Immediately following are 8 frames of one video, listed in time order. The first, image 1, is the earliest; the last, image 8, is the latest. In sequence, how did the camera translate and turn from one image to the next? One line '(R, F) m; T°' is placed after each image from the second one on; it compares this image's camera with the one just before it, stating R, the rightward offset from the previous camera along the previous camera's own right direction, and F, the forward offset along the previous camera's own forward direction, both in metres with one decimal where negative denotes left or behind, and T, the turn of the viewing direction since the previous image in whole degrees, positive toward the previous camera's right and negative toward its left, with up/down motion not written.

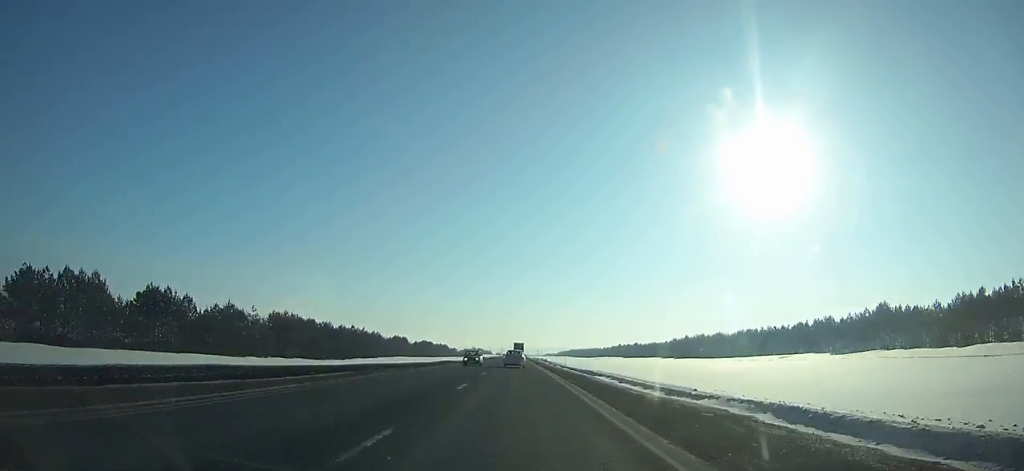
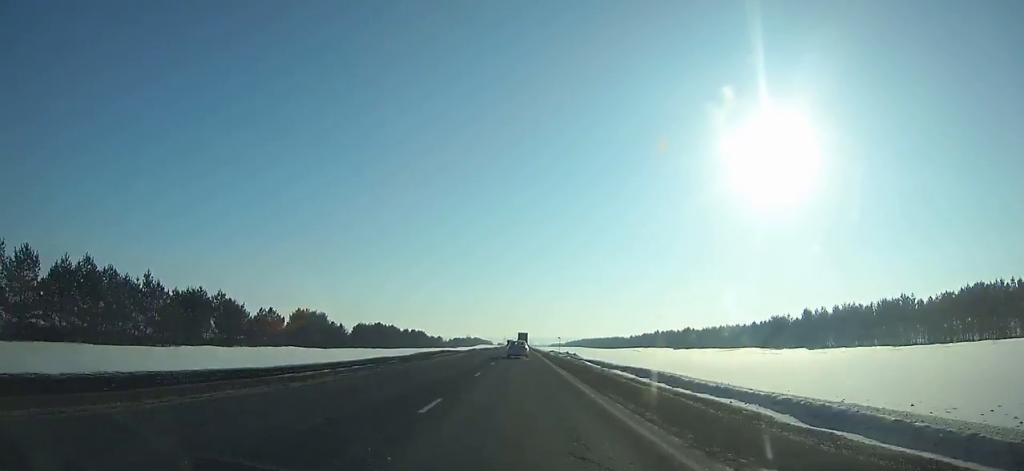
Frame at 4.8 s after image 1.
(-0.2, +103.4) m; 0°
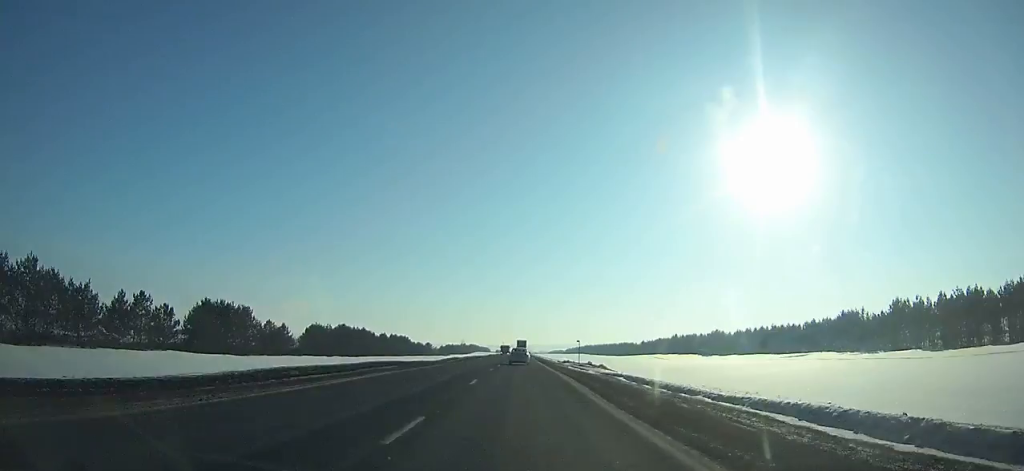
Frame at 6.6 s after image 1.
(0.0, +38.9) m; 0°
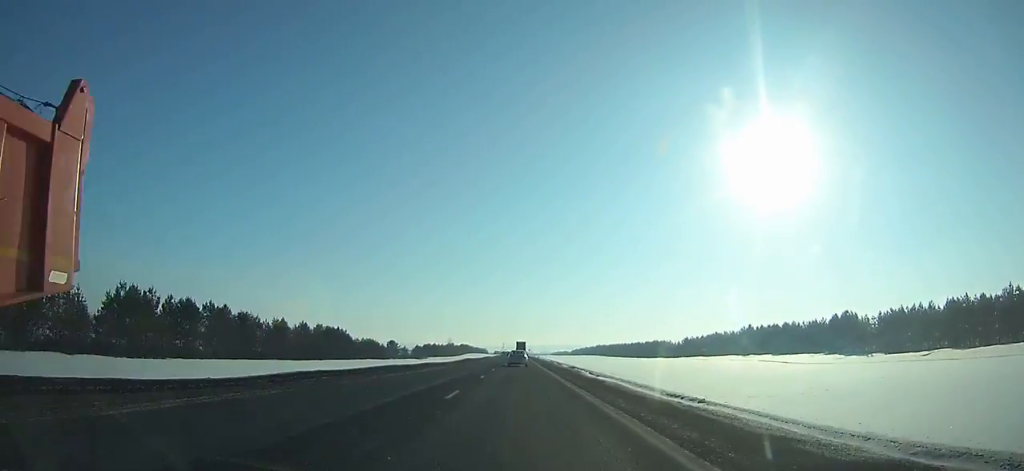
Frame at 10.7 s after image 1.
(-0.2, +89.1) m; 0°
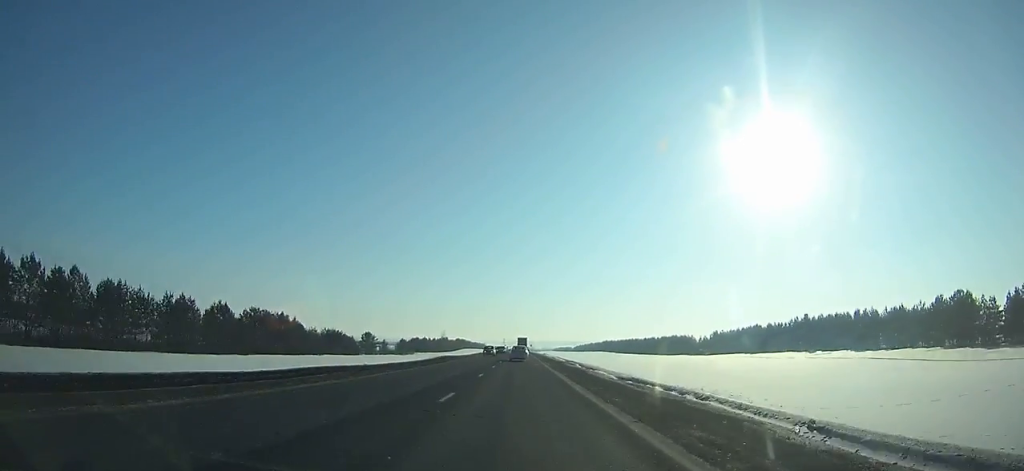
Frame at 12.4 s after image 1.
(0.0, +37.5) m; 0°
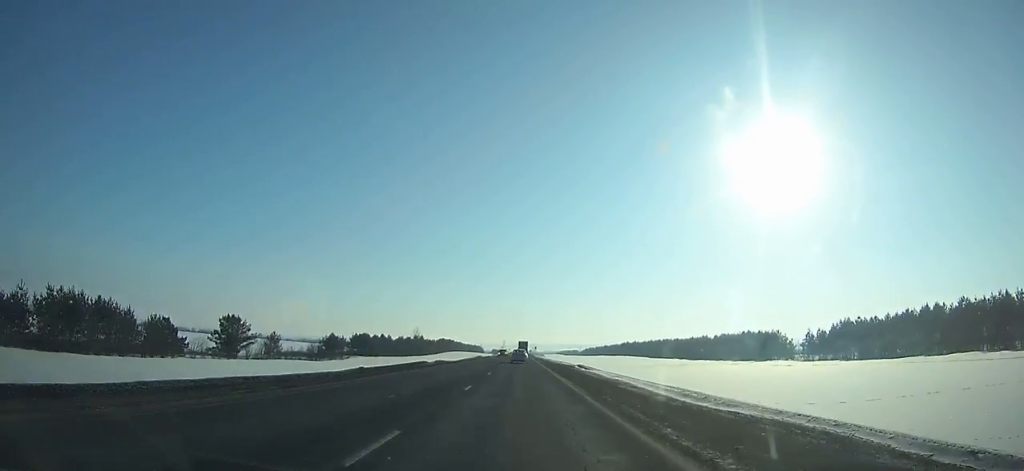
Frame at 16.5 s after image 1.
(+0.2, +91.5) m; 0°
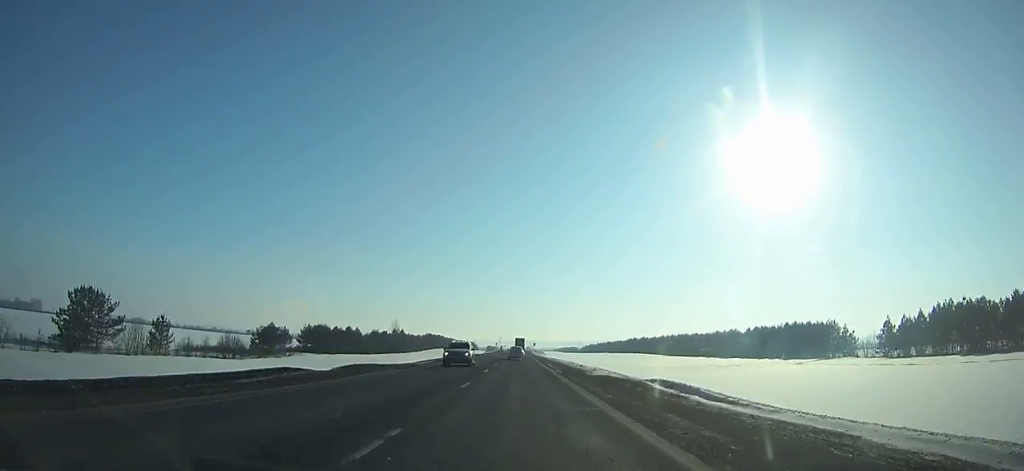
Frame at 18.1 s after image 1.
(0.0, +36.3) m; 0°
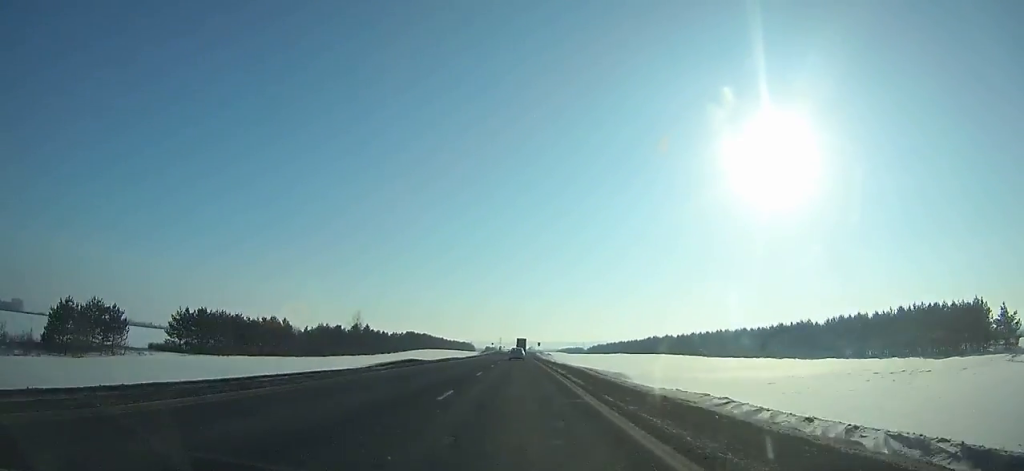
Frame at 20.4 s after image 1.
(0.0, +52.4) m; 0°
